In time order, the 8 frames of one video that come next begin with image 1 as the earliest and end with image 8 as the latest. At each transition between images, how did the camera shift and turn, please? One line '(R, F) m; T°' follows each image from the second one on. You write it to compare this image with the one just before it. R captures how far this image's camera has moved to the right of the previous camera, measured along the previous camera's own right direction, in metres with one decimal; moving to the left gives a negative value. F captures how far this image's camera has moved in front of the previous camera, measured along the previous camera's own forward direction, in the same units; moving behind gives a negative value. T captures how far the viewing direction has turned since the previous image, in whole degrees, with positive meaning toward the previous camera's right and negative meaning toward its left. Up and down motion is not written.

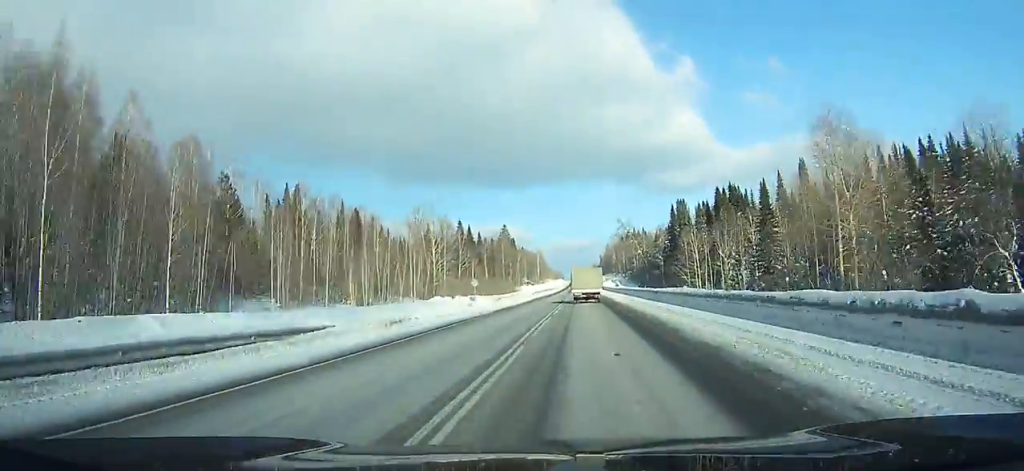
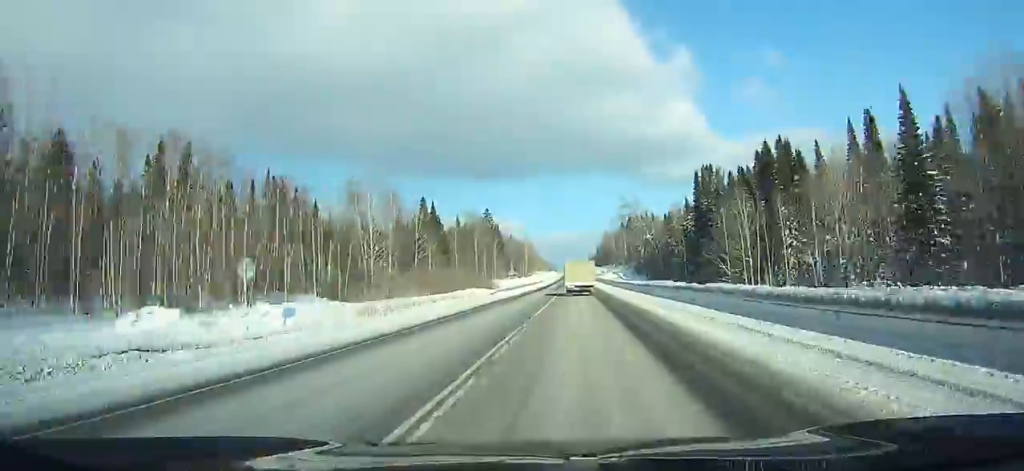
(+0.1, +40.7) m; 0°
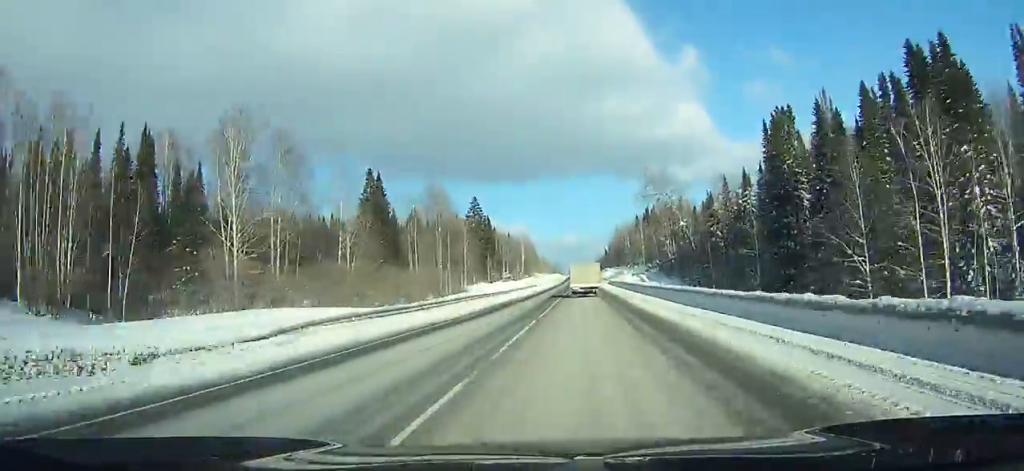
(0.0, +45.4) m; 0°
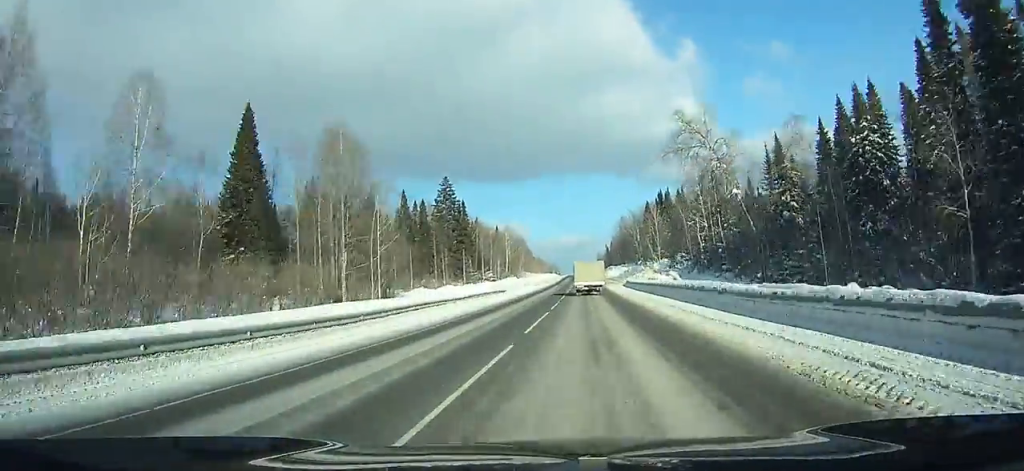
(-0.2, +43.7) m; 0°
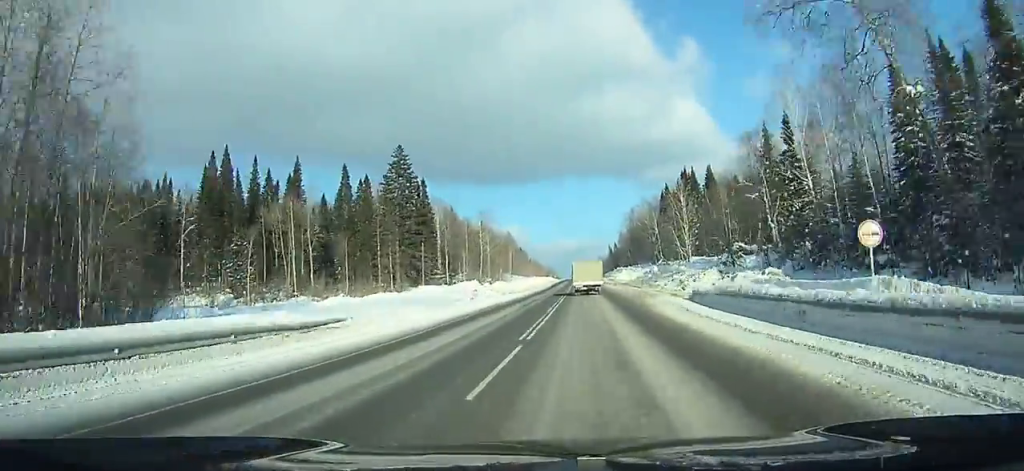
(0.0, +43.9) m; 0°
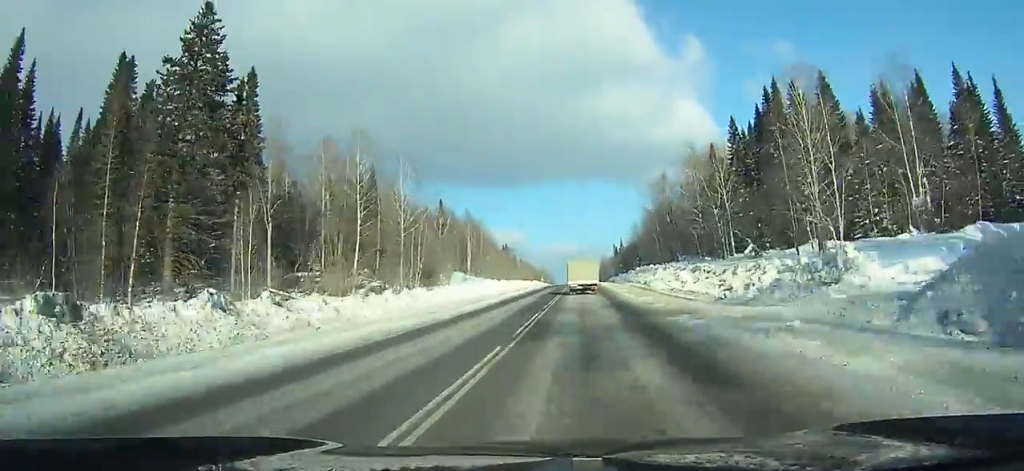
(+0.7, +69.9) m; +1°
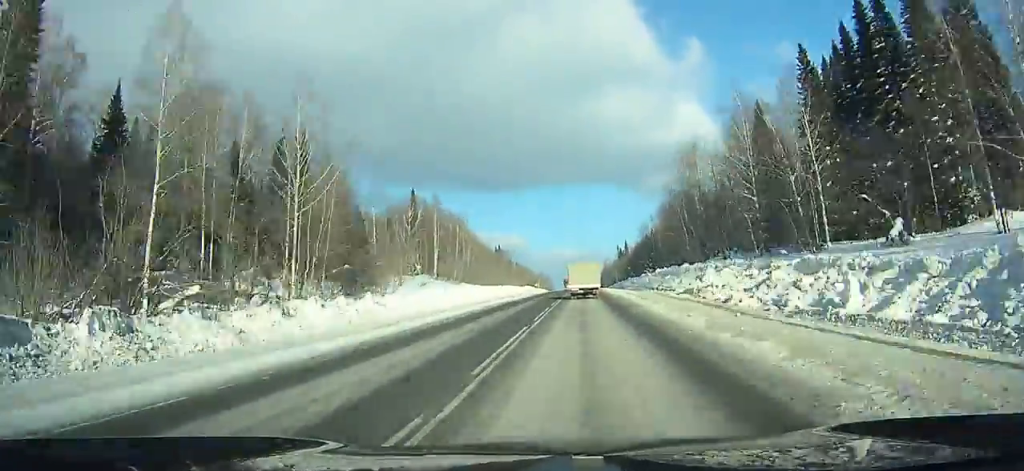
(+0.2, +30.4) m; 0°
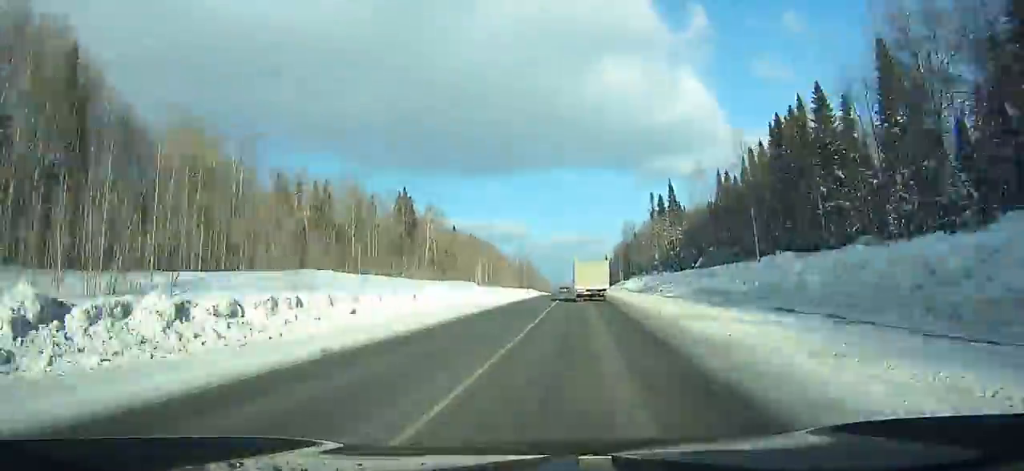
(-0.1, +157.4) m; -1°
